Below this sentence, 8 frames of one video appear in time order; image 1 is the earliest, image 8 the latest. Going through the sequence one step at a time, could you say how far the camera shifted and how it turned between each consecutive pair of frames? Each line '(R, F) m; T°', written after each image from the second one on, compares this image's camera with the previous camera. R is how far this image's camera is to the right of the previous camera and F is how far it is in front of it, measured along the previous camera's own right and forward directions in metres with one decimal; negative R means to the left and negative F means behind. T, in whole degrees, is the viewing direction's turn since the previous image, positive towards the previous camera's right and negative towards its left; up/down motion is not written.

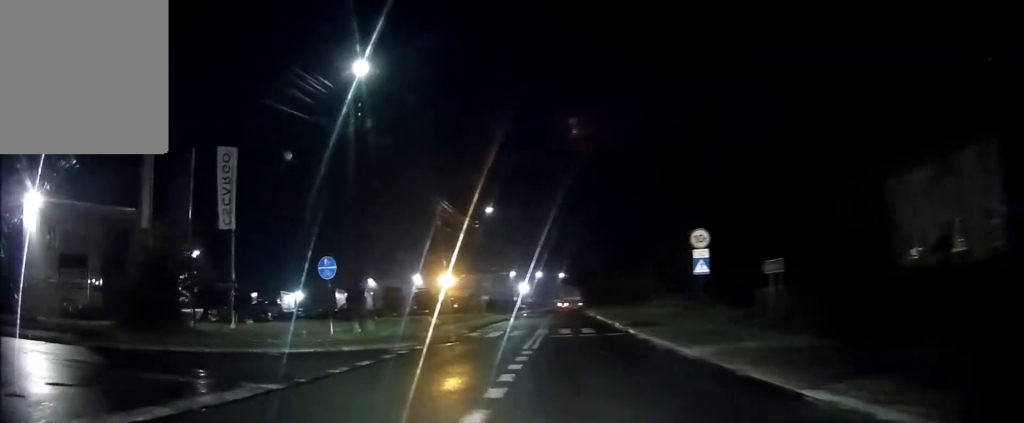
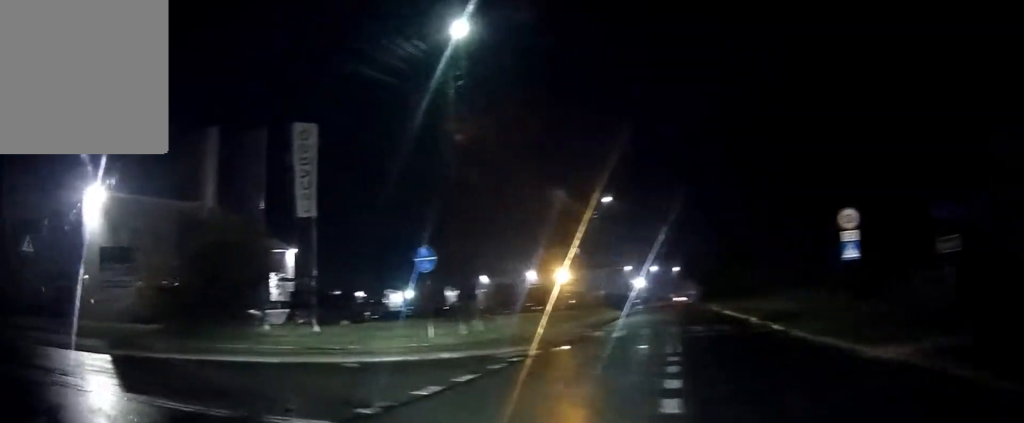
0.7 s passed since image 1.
(-0.5, +4.1) m; -15°
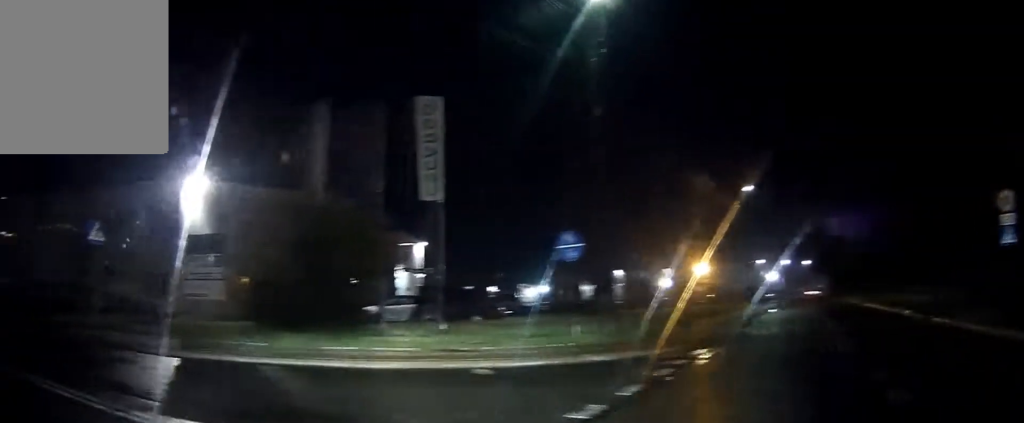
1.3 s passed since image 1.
(0.0, +2.8) m; -13°
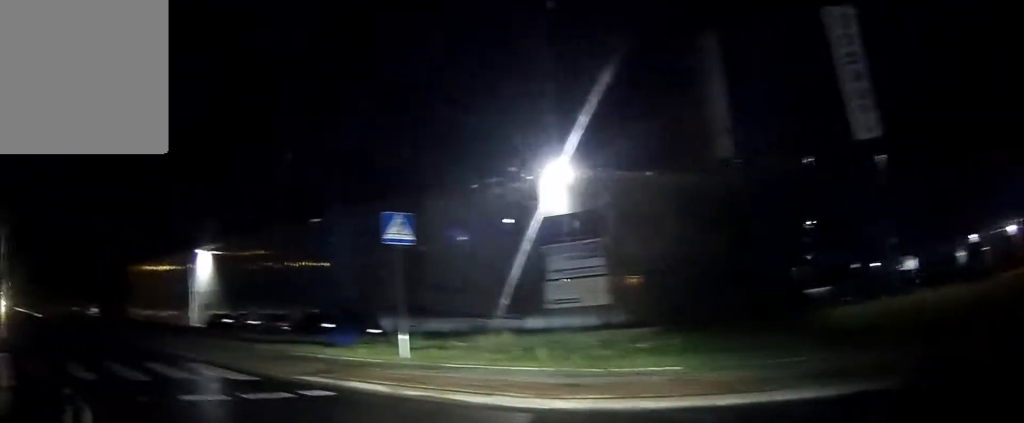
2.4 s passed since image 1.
(-1.9, +5.5) m; -33°
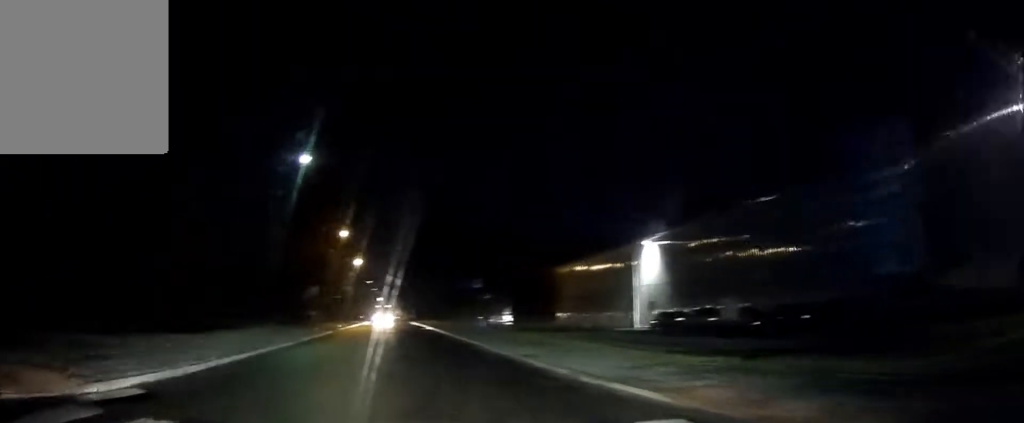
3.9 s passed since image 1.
(-2.6, +8.1) m; -24°
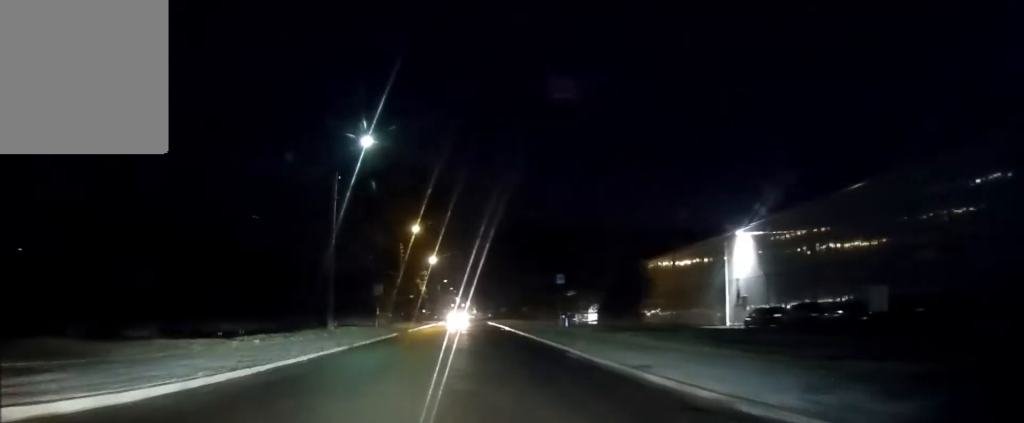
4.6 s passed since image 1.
(-0.2, +4.5) m; -2°
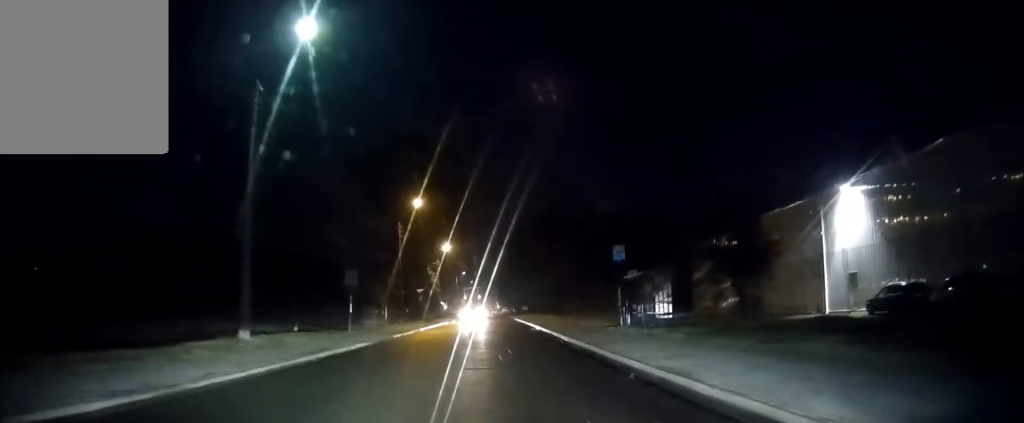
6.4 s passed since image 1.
(+0.3, +14.3) m; +2°
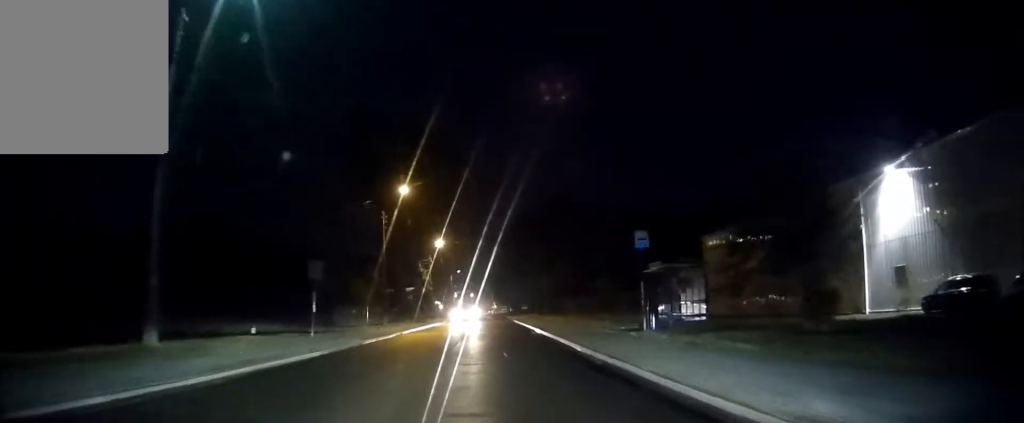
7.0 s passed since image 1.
(0.0, +5.7) m; 0°
